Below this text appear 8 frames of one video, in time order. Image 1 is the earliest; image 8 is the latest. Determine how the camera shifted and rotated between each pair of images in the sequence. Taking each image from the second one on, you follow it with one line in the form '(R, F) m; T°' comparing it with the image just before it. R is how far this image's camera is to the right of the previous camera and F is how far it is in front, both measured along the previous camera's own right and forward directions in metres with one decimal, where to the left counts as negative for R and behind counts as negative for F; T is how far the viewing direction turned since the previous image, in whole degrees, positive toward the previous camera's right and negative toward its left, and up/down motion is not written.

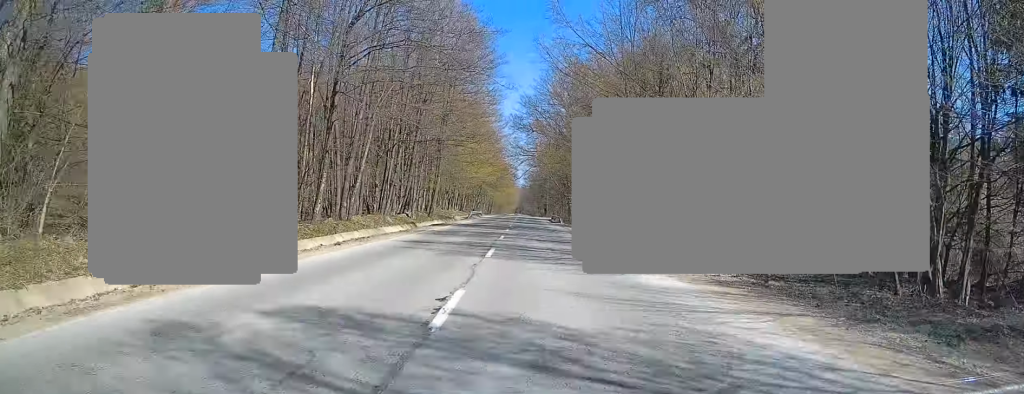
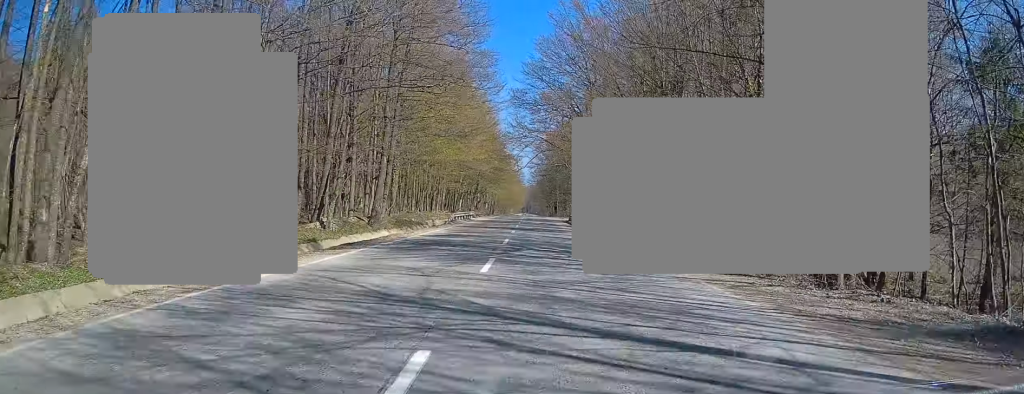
(-0.2, +22.0) m; -1°
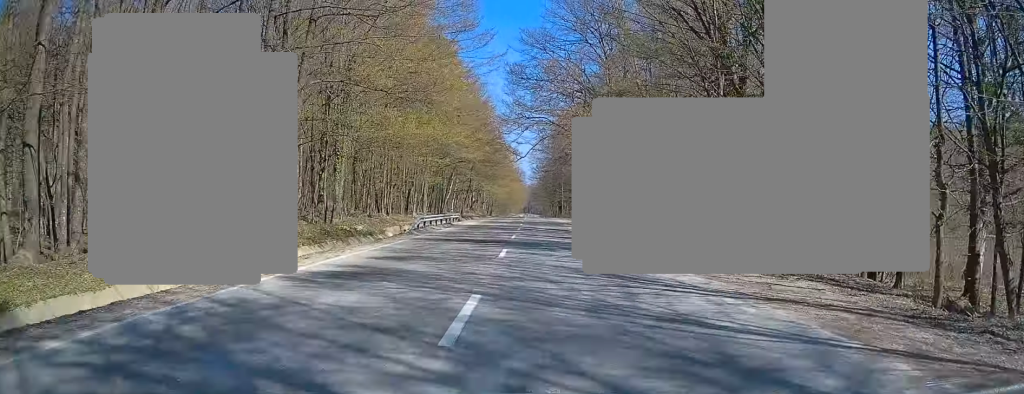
(-0.1, +14.7) m; 0°
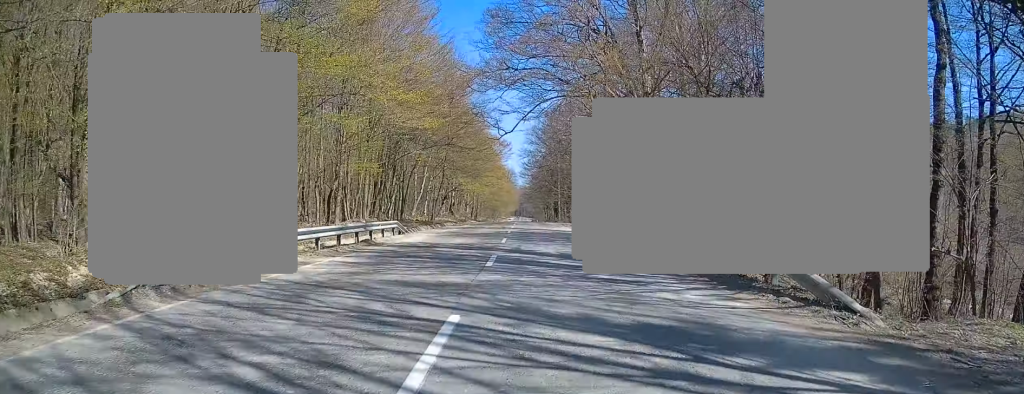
(+0.1, +19.7) m; 0°
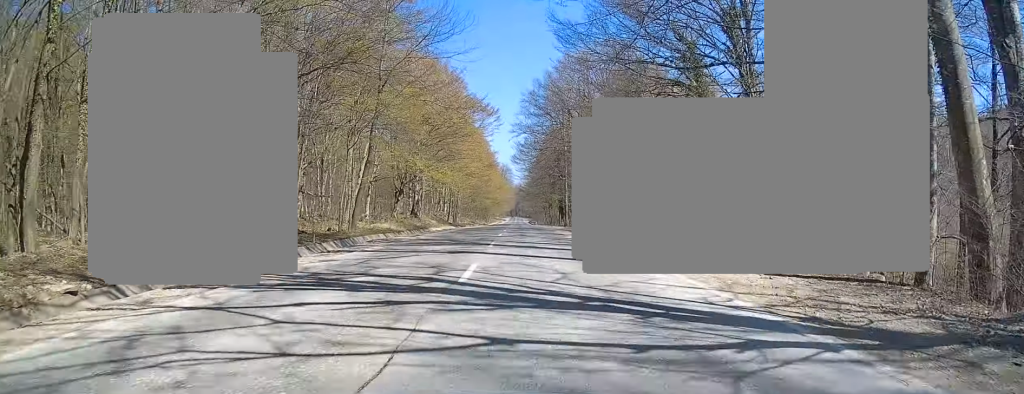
(+0.1, +29.8) m; +1°
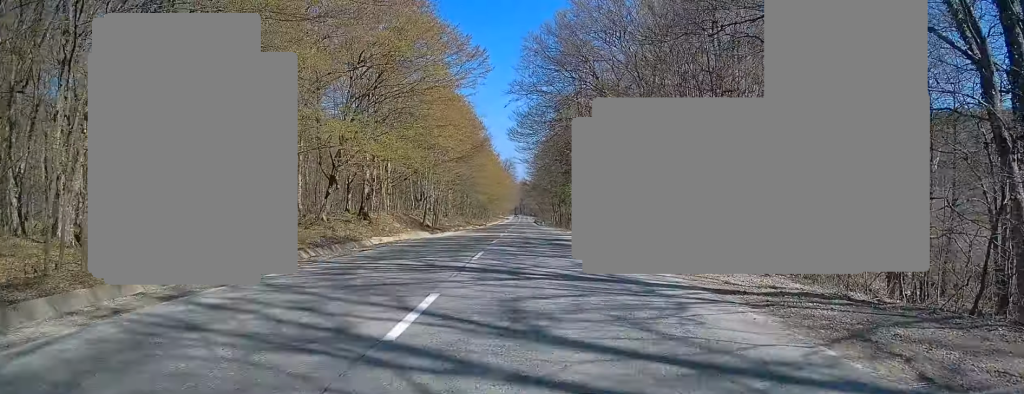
(+0.1, +22.5) m; +1°
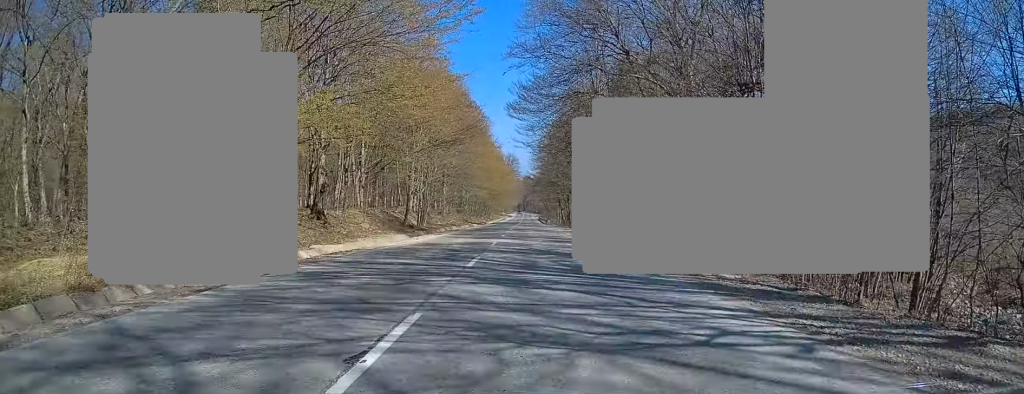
(+0.1, +11.1) m; 0°
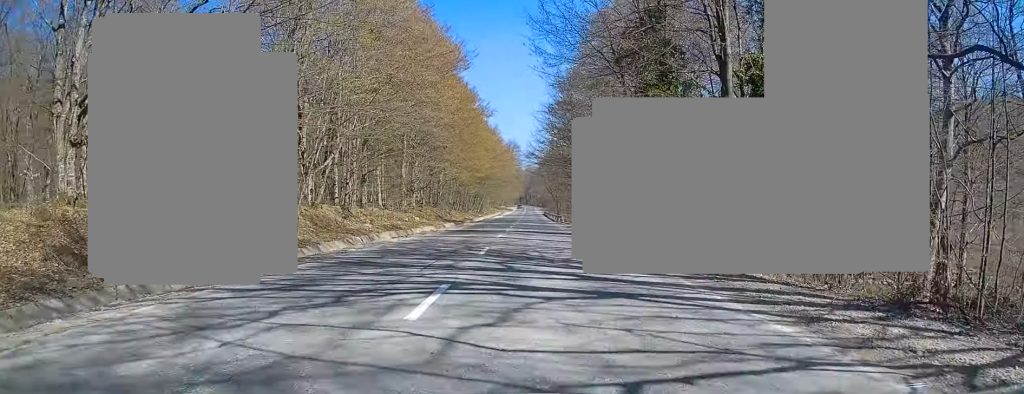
(-0.1, +34.2) m; 0°
